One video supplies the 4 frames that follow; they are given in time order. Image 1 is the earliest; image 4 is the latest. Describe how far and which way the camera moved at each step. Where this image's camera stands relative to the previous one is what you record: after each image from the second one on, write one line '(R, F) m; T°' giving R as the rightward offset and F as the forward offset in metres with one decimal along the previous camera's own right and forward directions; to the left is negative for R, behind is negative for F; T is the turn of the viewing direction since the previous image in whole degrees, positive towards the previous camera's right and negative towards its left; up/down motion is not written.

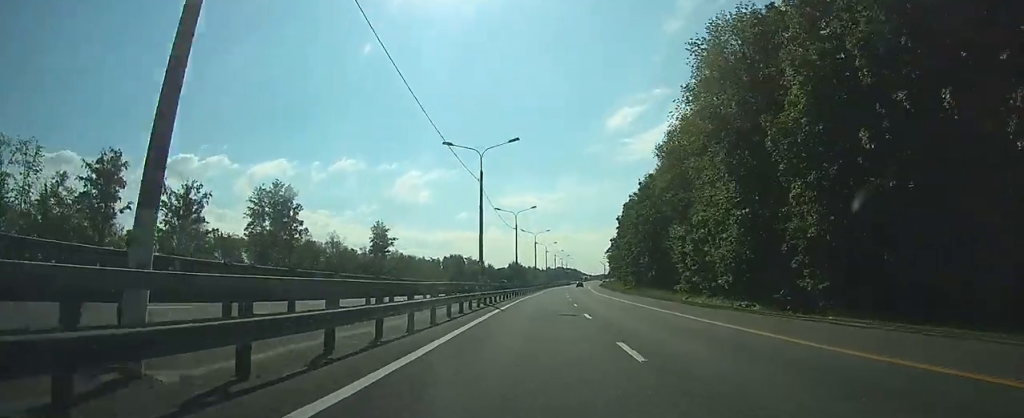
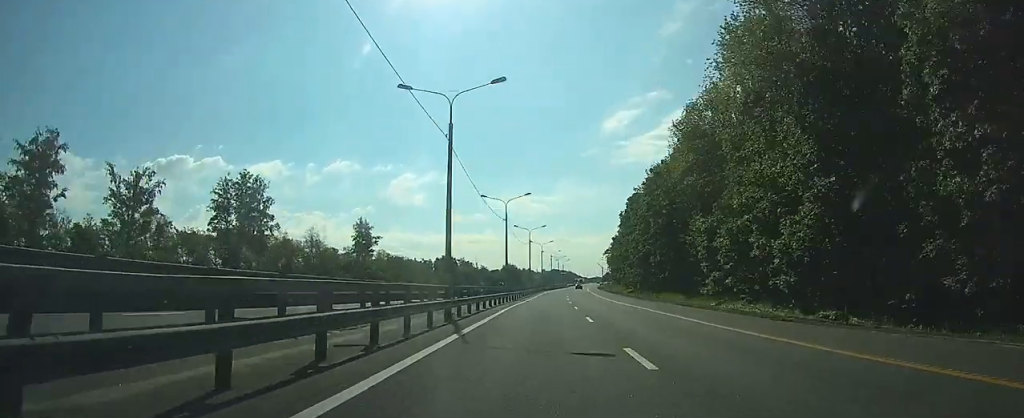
(0.0, +12.3) m; +1°
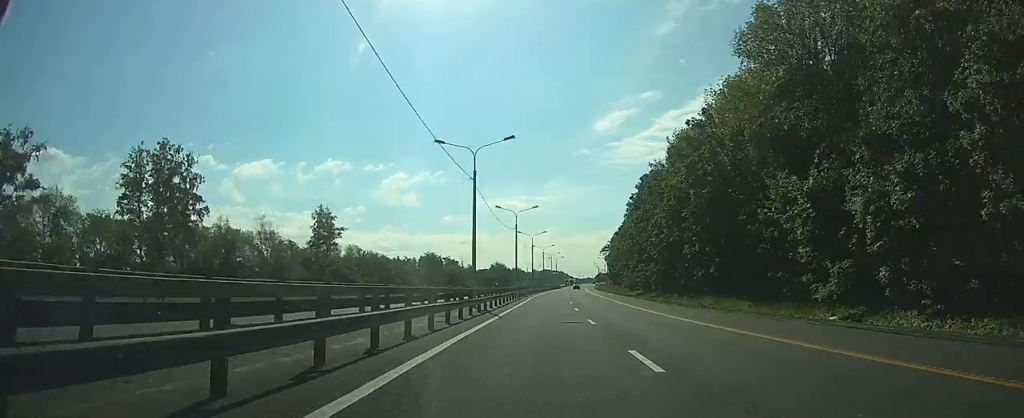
(+0.3, +23.7) m; +1°
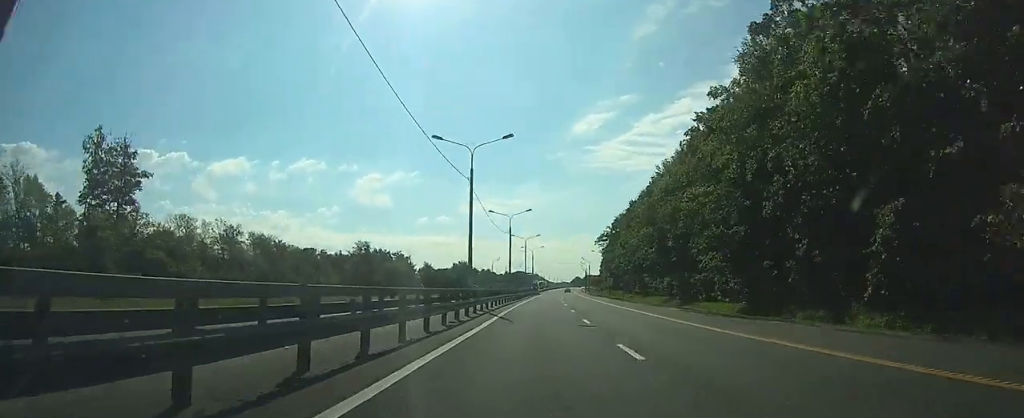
(+1.4, +68.6) m; +2°
